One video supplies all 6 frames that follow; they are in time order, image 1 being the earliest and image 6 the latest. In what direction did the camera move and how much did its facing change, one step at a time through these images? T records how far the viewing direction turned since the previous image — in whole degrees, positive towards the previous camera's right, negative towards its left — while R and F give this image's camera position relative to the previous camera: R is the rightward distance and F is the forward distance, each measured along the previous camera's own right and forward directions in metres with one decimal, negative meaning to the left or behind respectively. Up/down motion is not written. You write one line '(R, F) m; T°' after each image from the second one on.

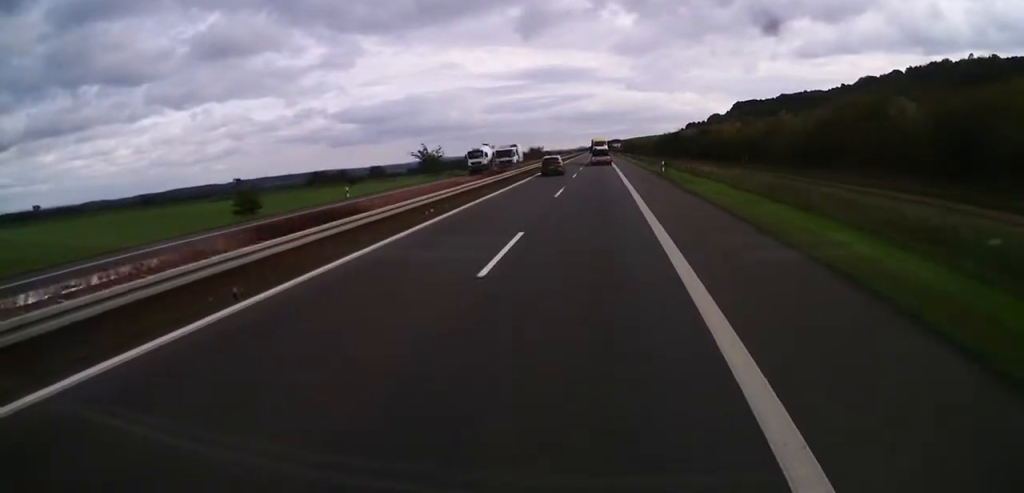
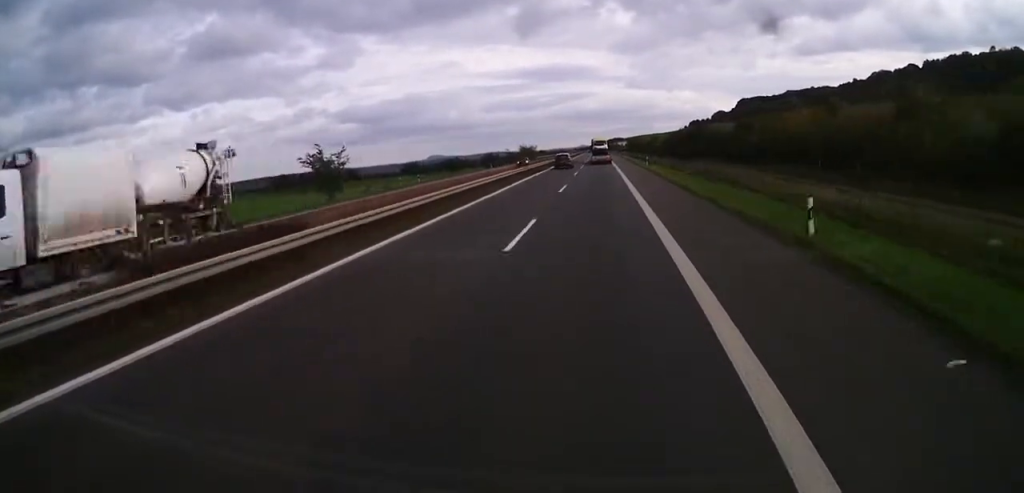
(-0.1, +33.5) m; 0°
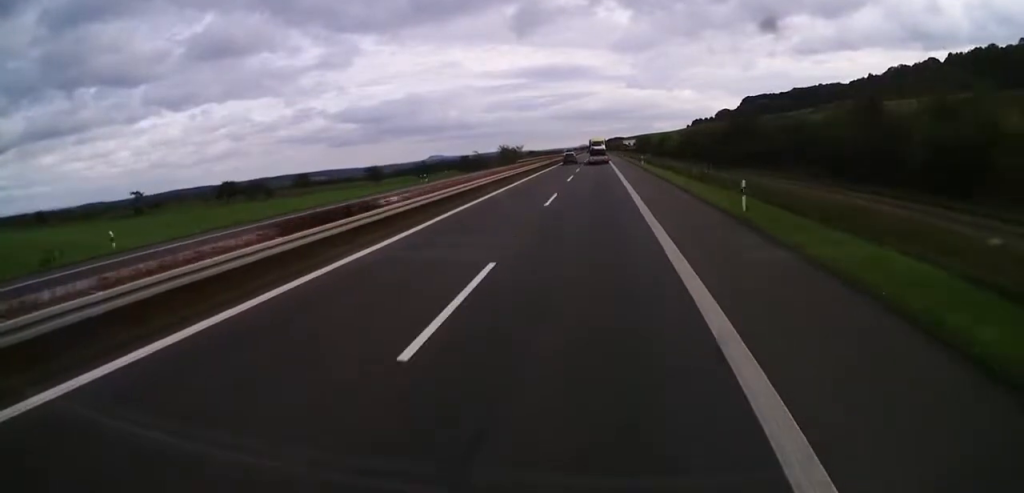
(+0.3, +43.4) m; 0°
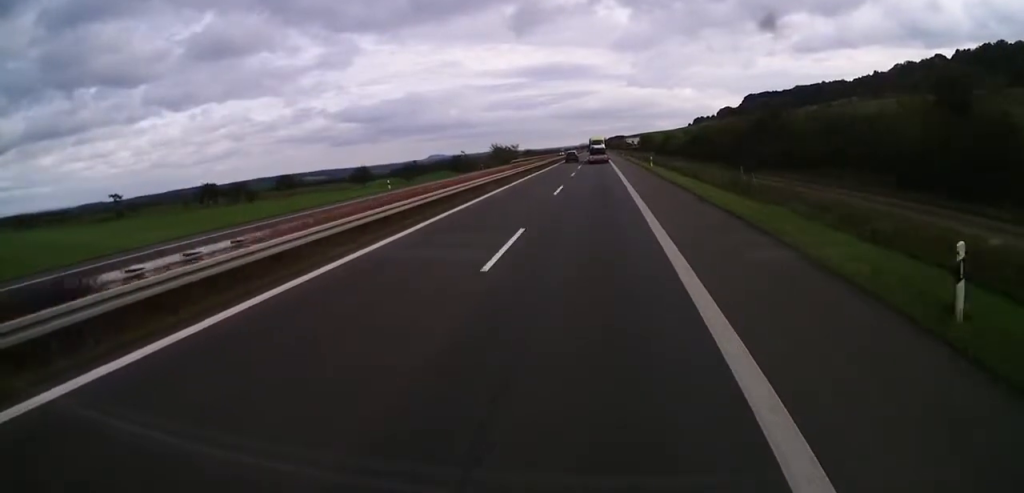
(-0.2, +13.1) m; -1°
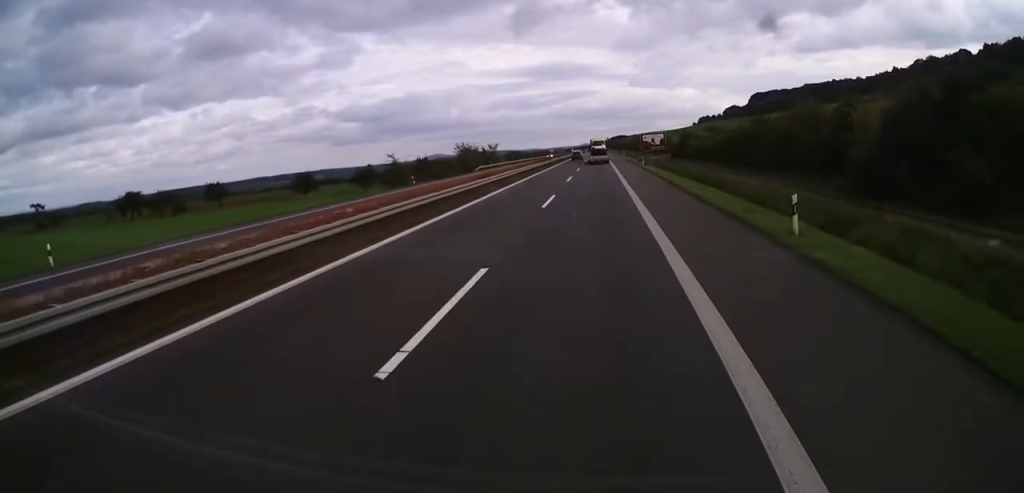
(-0.1, +41.8) m; 0°
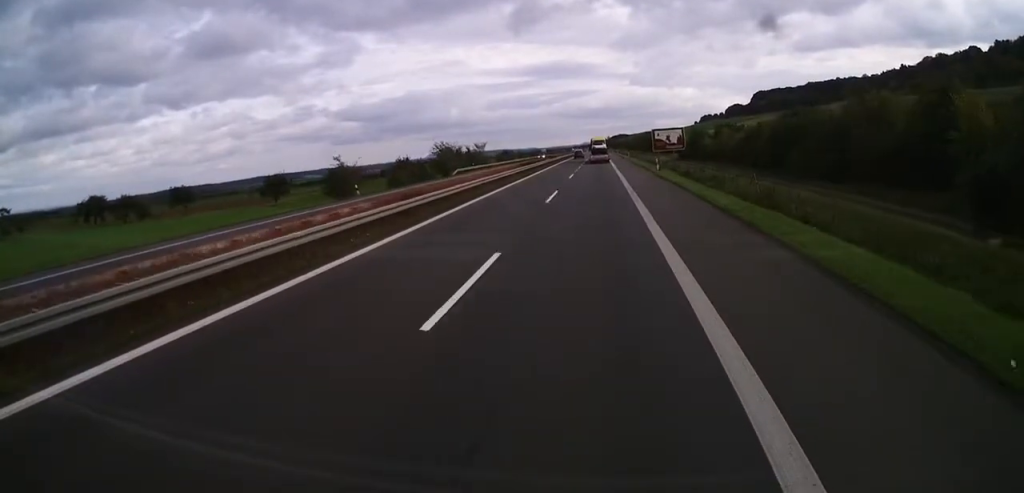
(0.0, +16.4) m; 0°
